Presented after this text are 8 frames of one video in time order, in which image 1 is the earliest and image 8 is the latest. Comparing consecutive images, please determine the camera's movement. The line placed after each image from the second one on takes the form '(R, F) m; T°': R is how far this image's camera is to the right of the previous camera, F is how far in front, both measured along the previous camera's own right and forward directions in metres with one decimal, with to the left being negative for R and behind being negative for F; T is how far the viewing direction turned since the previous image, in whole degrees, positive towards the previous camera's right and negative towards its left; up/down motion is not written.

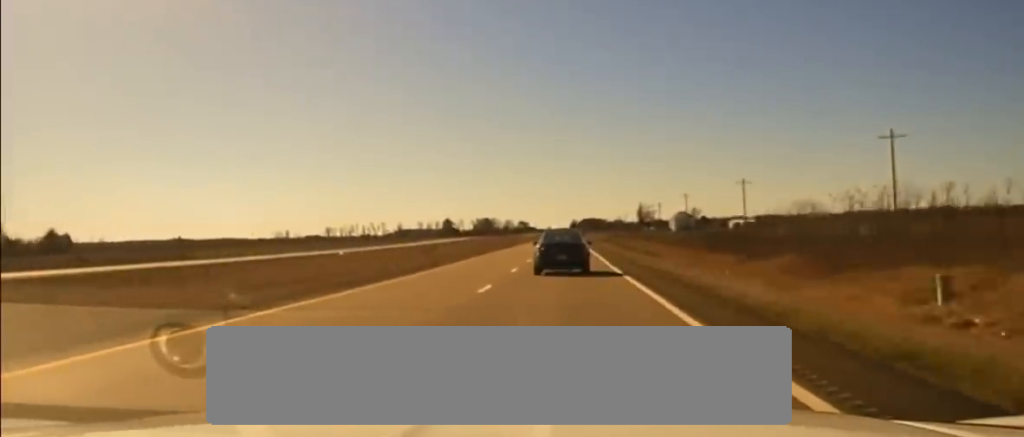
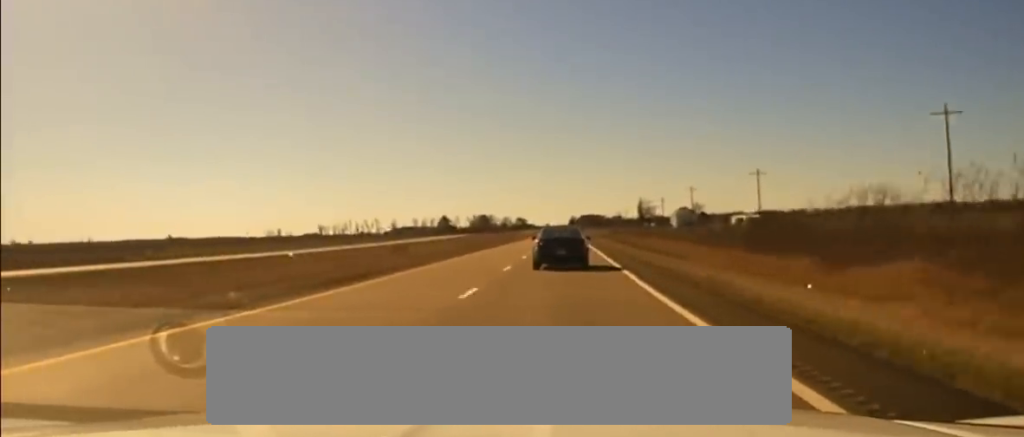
(+0.1, +16.7) m; 0°
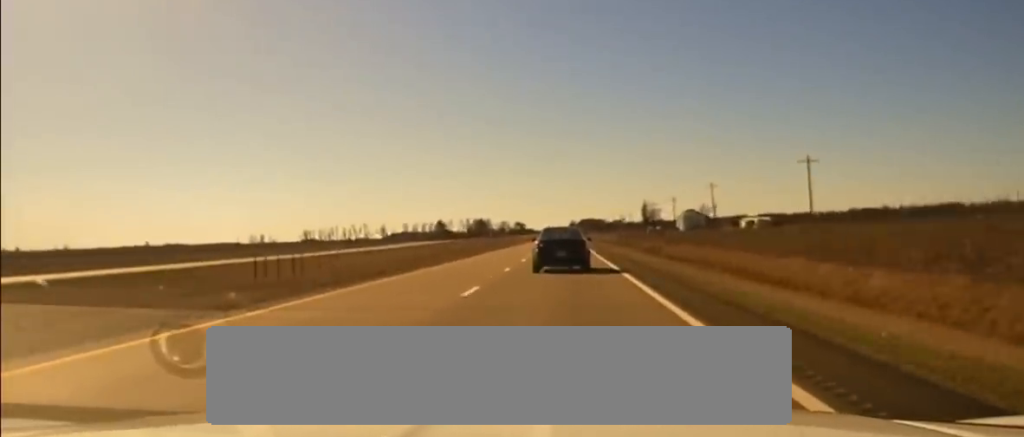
(+0.1, +35.1) m; 0°
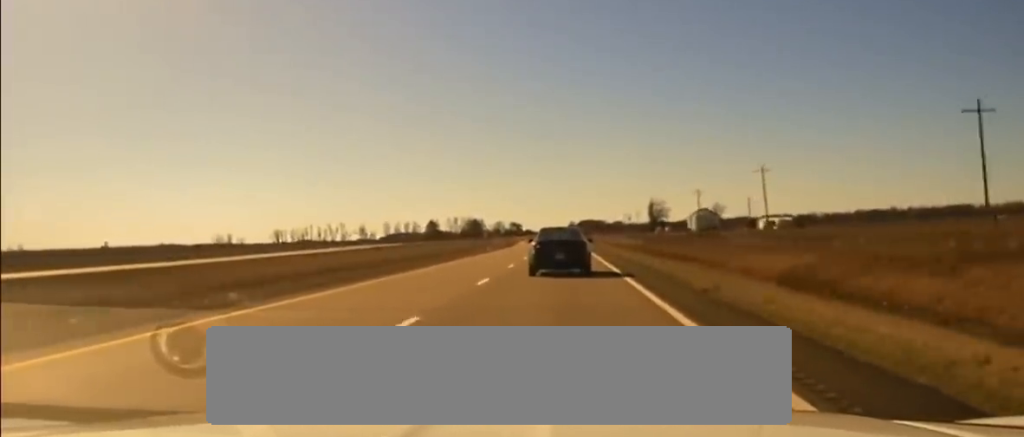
(-0.1, +54.6) m; 0°
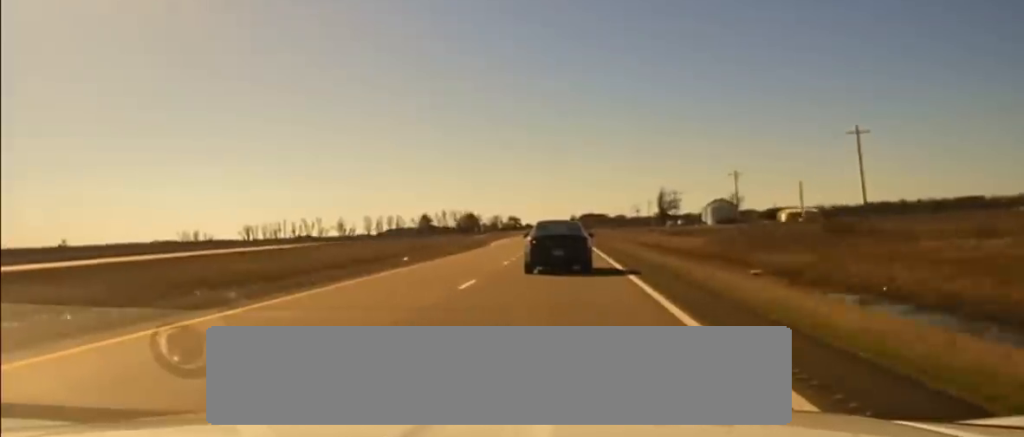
(+0.2, +52.9) m; 0°
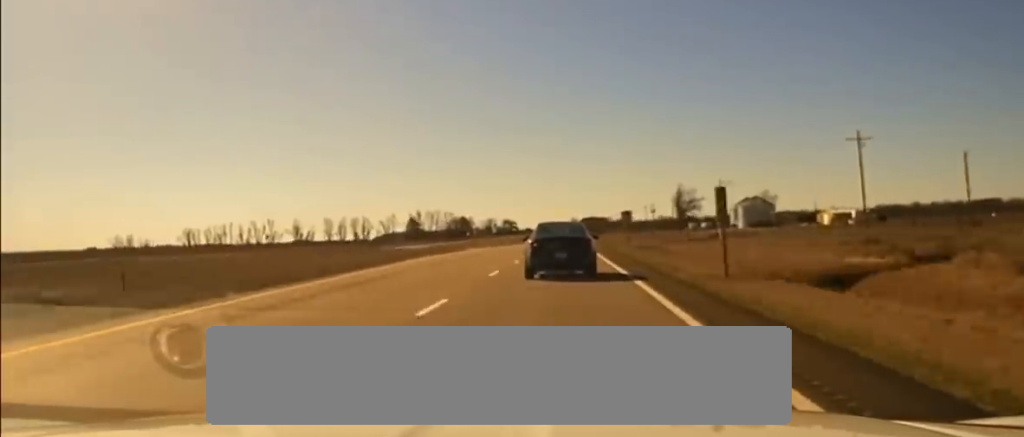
(-0.5, +77.7) m; -1°
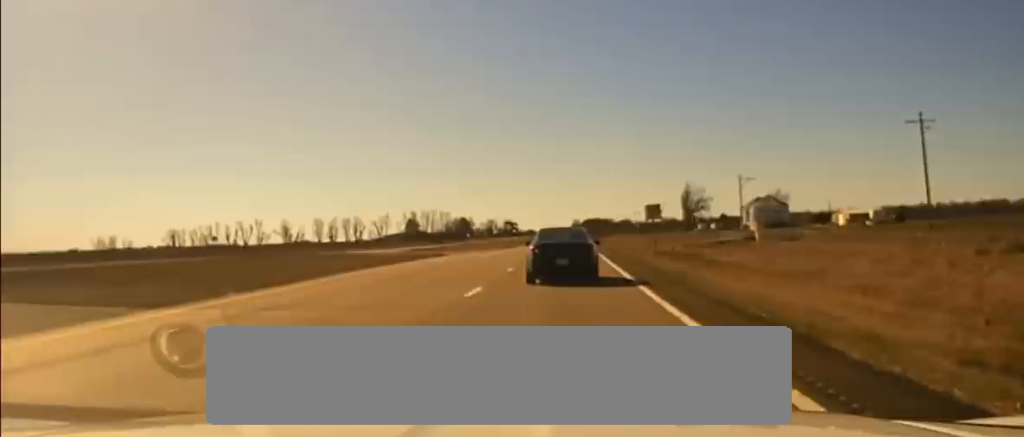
(0.0, +19.1) m; 0°
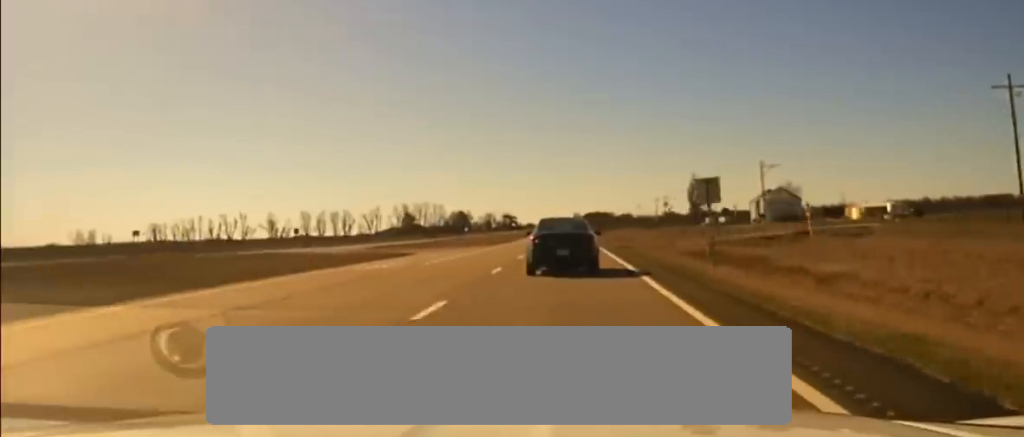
(-0.1, +19.1) m; 0°
